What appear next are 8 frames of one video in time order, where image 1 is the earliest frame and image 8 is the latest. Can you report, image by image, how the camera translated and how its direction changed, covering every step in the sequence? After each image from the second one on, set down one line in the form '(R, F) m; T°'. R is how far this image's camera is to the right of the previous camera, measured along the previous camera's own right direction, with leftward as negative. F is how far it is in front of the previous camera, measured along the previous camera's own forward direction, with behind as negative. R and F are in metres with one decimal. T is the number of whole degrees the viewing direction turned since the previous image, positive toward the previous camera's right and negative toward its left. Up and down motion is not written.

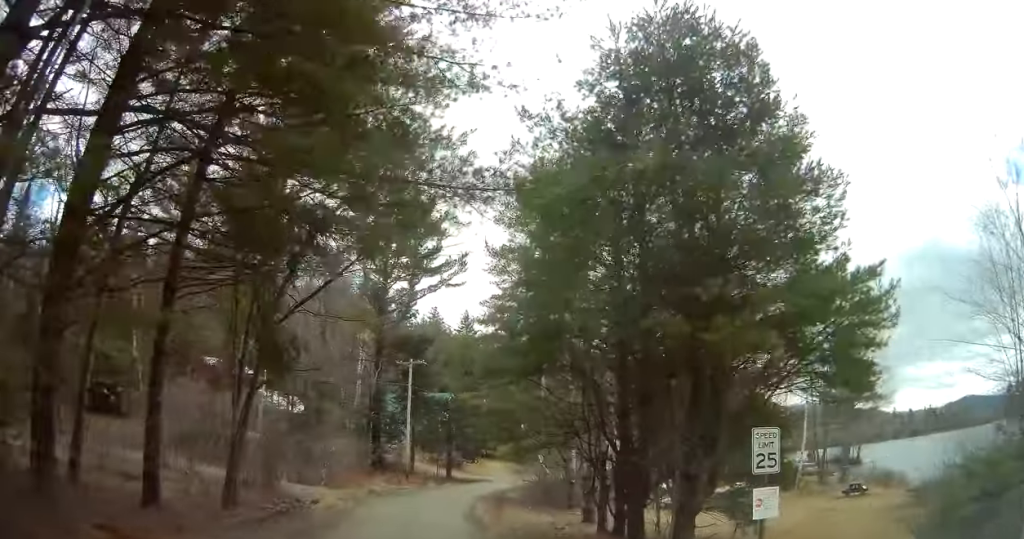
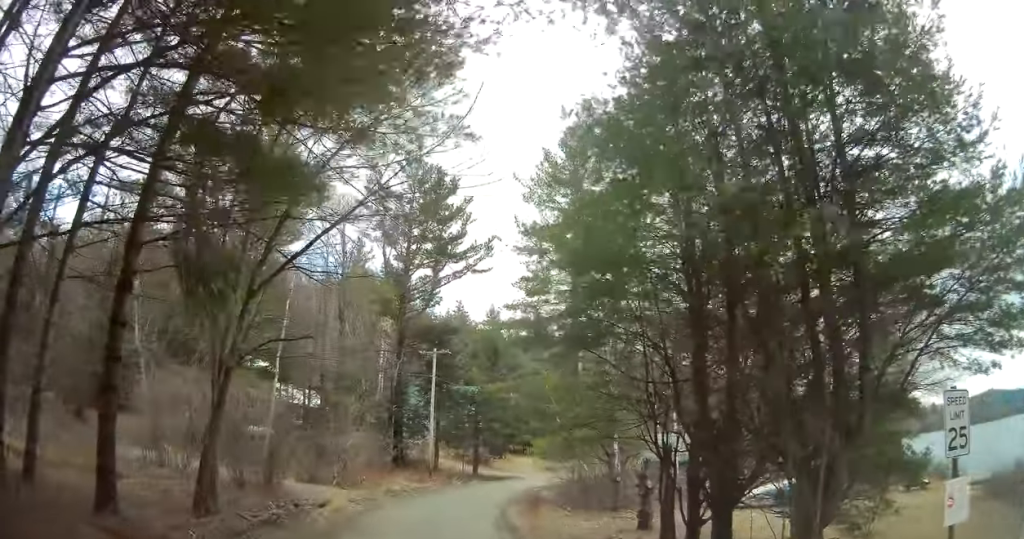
(0.0, +3.1) m; -2°
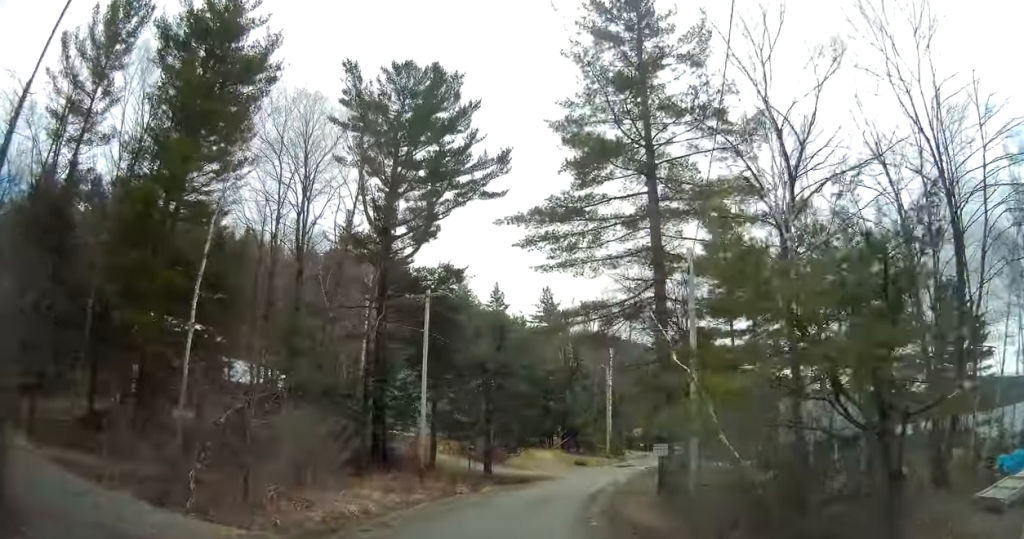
(-0.6, +15.7) m; +1°
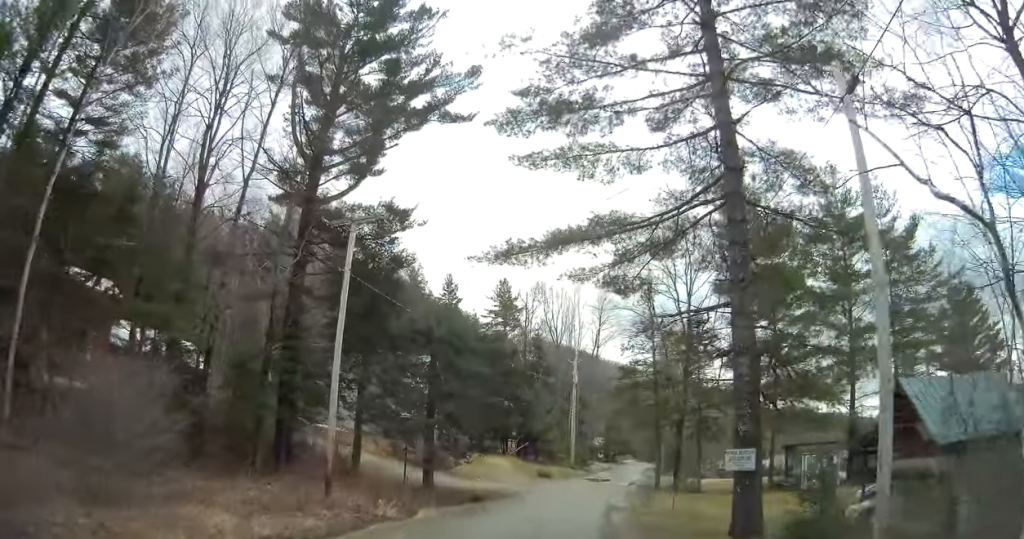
(+0.7, +10.3) m; +7°
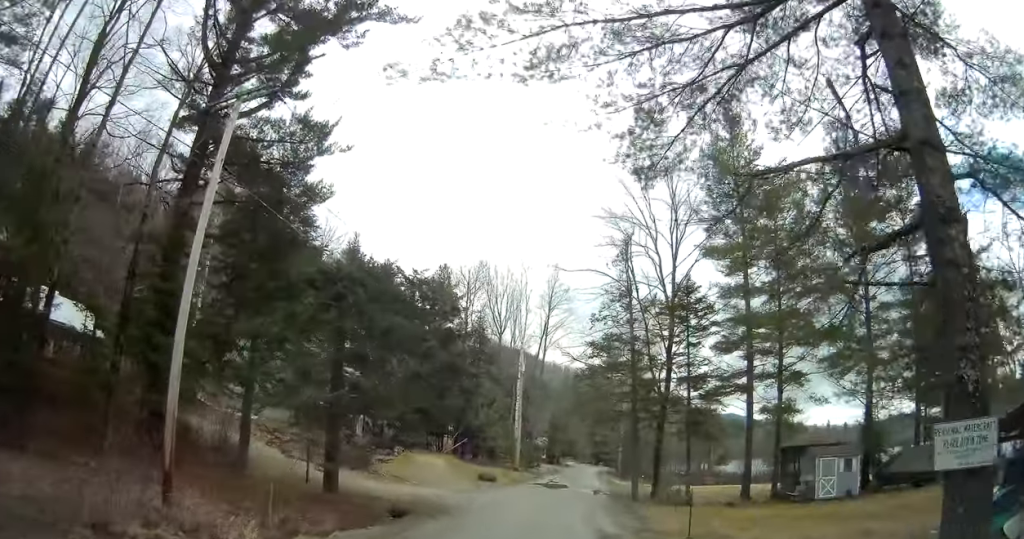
(+0.4, +7.9) m; +5°
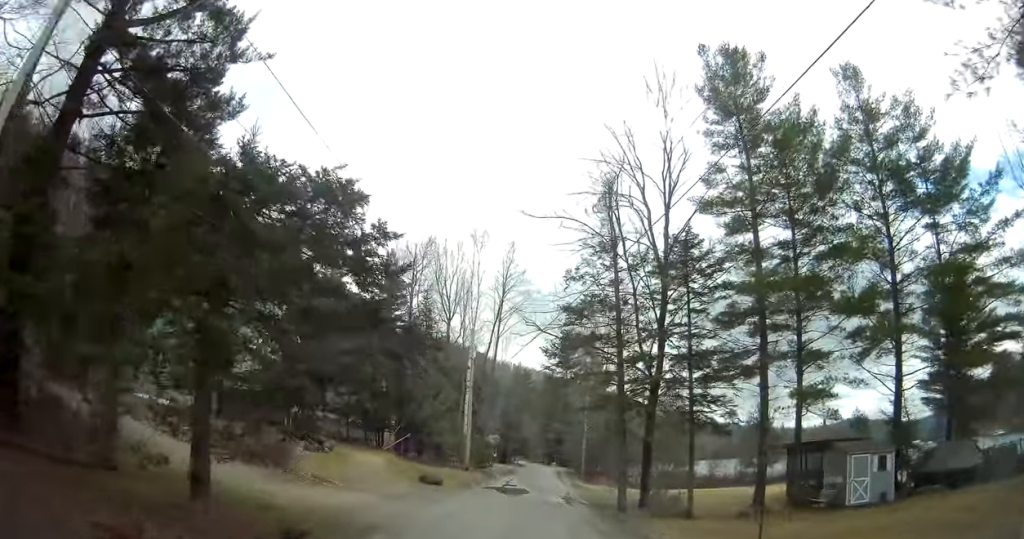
(+0.2, +6.5) m; +4°
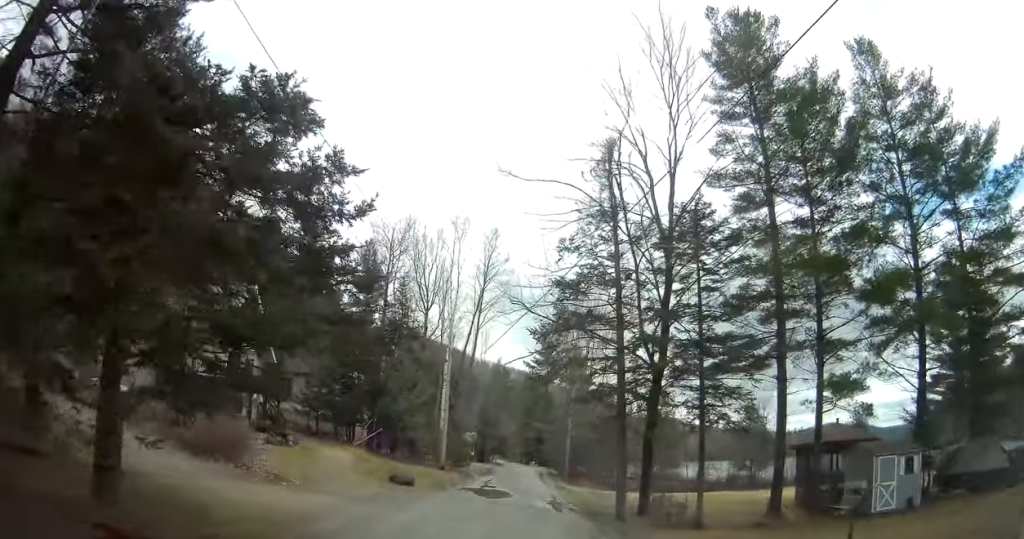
(+0.1, +3.0) m; +3°
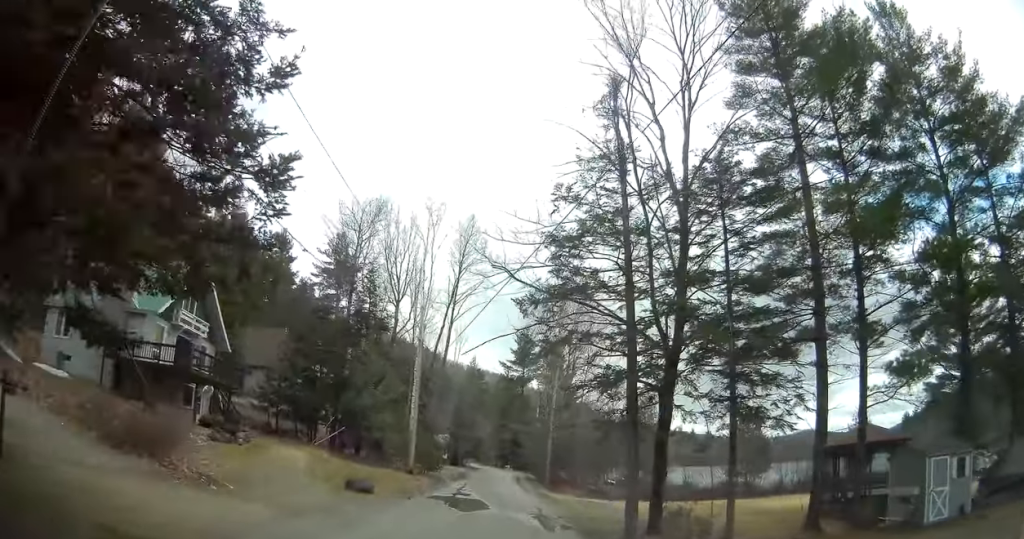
(0.0, +4.0) m; +3°
